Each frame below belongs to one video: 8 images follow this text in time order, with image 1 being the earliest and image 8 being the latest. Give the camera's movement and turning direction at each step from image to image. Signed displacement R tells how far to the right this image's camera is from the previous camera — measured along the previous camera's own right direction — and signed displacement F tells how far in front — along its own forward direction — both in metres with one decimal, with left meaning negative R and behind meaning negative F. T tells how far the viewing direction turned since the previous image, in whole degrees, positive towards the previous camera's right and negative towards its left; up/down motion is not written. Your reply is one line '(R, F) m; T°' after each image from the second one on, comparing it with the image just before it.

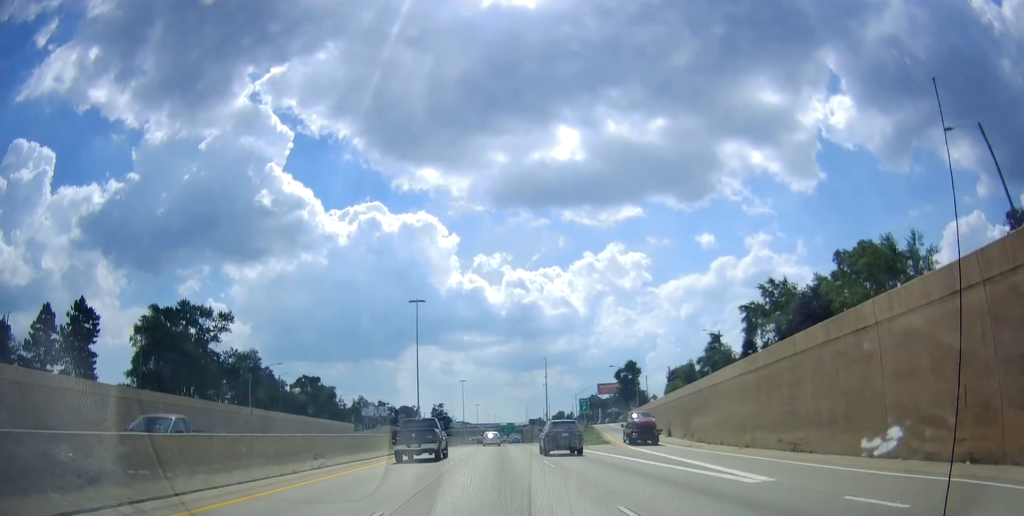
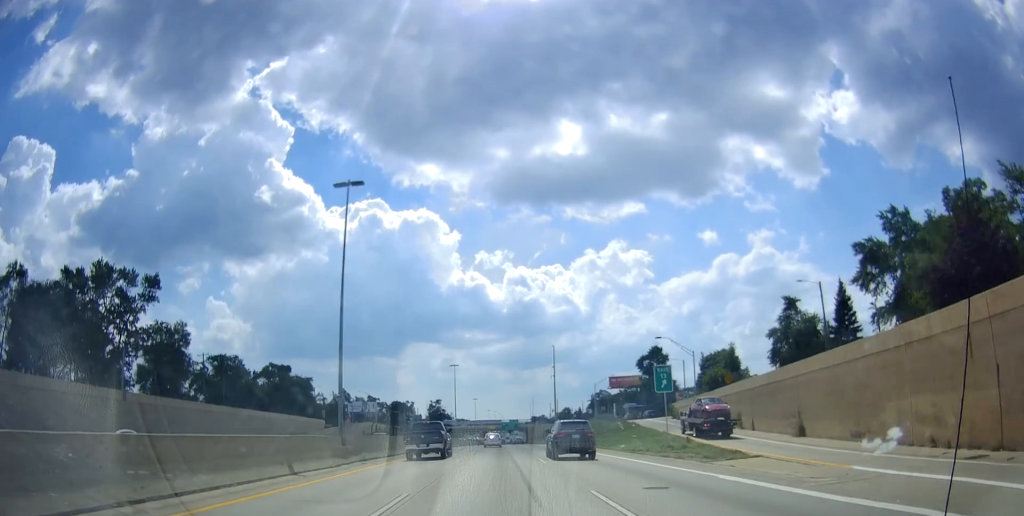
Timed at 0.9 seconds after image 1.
(-0.4, +27.5) m; 0°
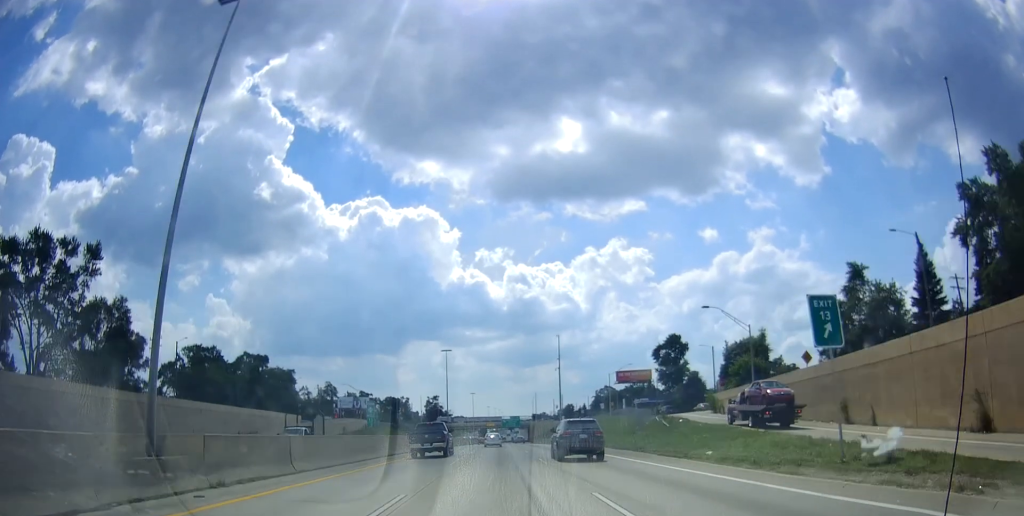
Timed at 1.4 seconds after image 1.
(-0.1, +16.0) m; +1°
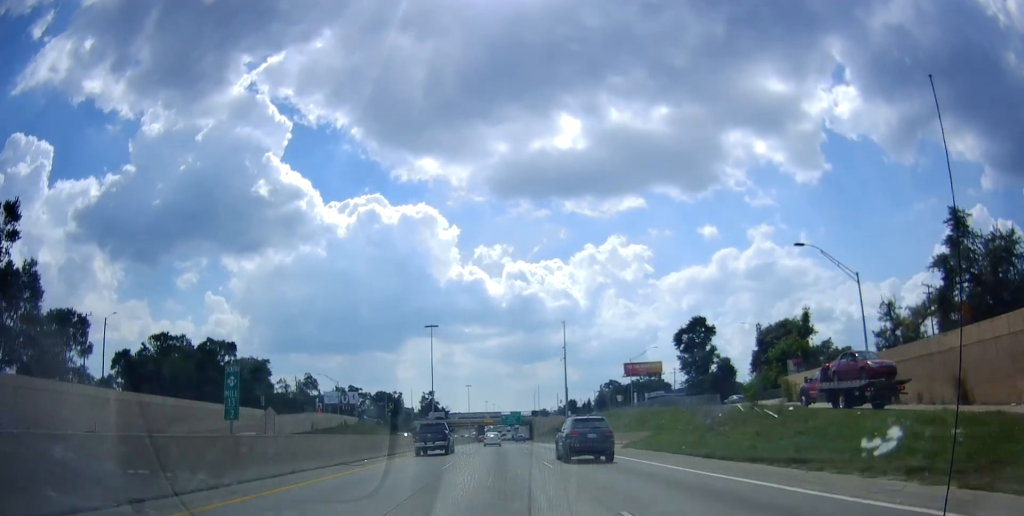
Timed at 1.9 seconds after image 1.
(+0.2, +18.1) m; +1°
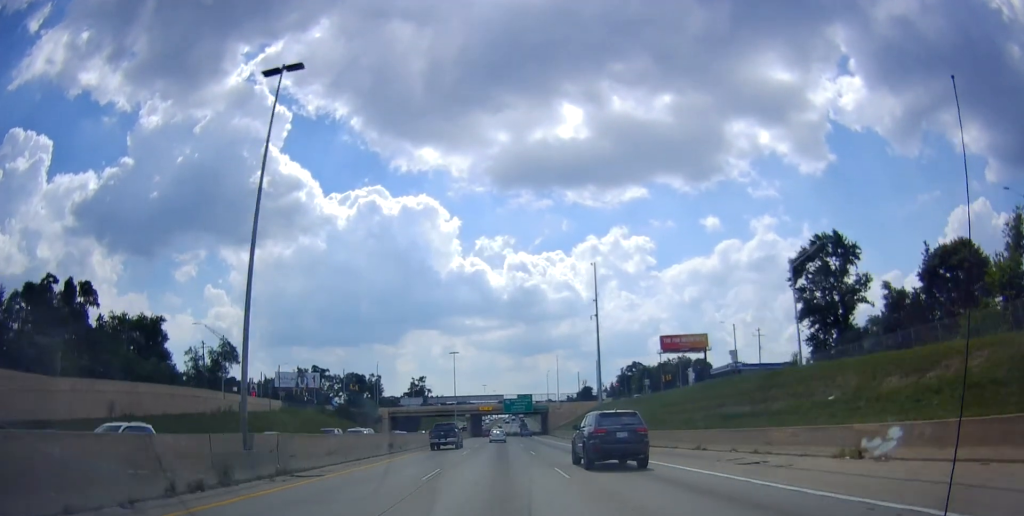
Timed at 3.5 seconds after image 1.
(+0.3, +50.9) m; -1°
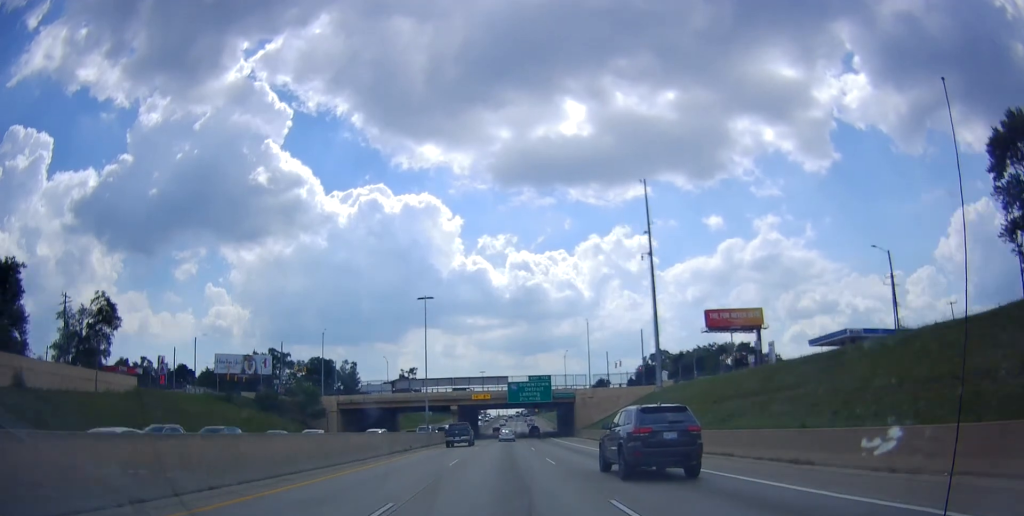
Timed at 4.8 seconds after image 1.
(-0.3, +39.3) m; +1°
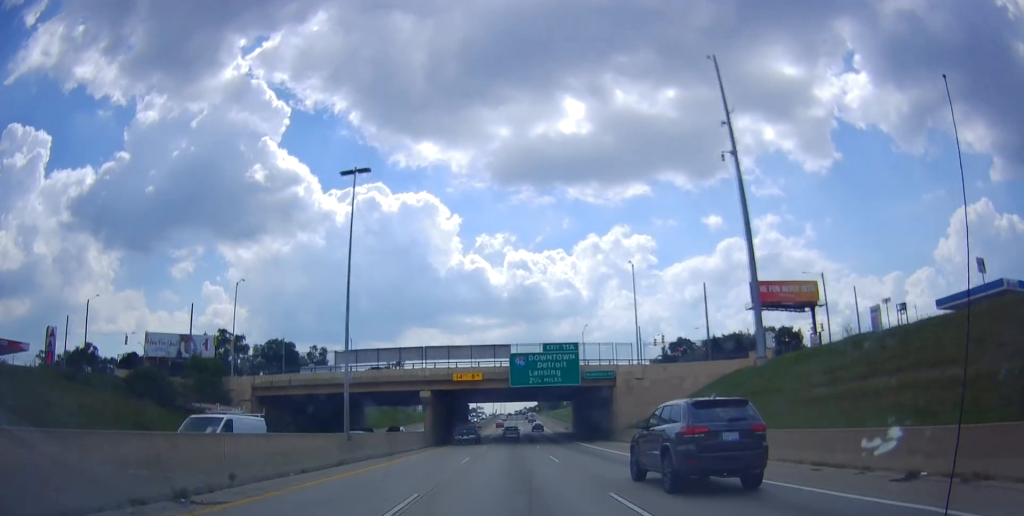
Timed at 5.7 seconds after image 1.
(+0.6, +28.9) m; 0°
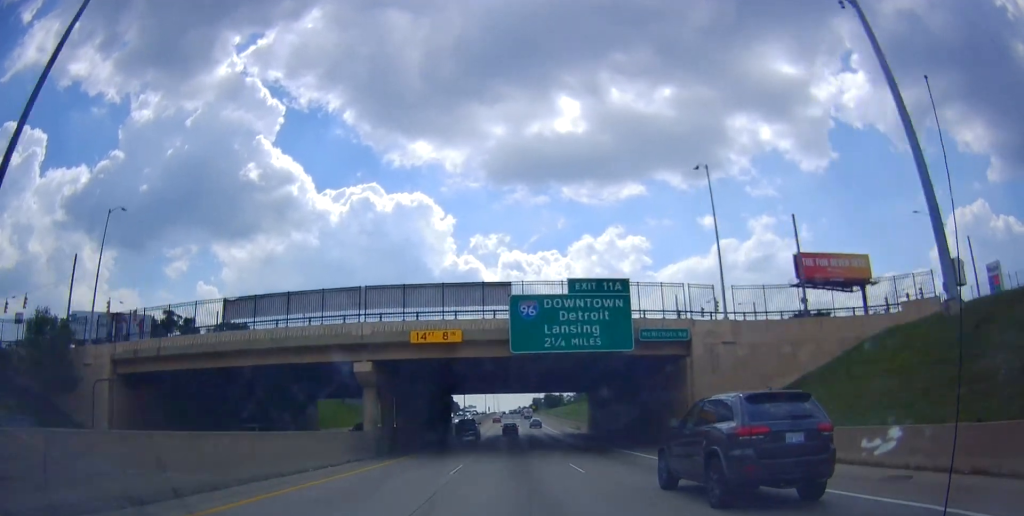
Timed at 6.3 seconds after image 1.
(-0.5, +21.6) m; 0°
